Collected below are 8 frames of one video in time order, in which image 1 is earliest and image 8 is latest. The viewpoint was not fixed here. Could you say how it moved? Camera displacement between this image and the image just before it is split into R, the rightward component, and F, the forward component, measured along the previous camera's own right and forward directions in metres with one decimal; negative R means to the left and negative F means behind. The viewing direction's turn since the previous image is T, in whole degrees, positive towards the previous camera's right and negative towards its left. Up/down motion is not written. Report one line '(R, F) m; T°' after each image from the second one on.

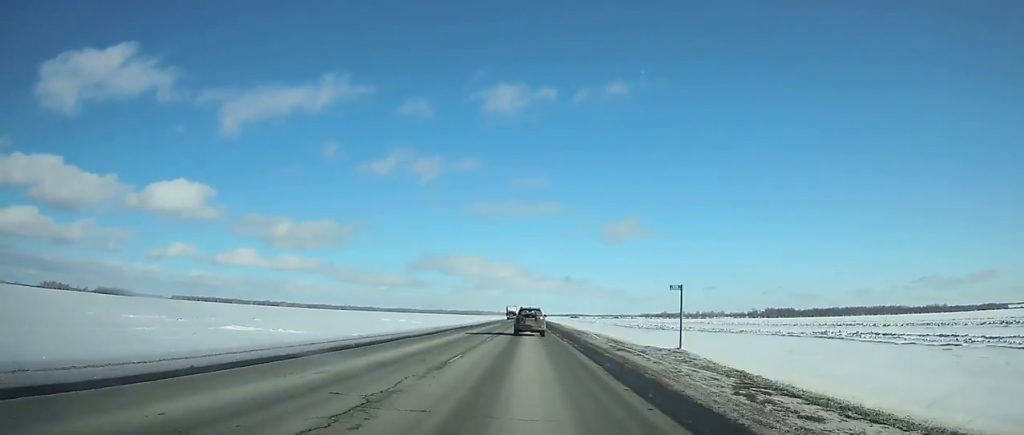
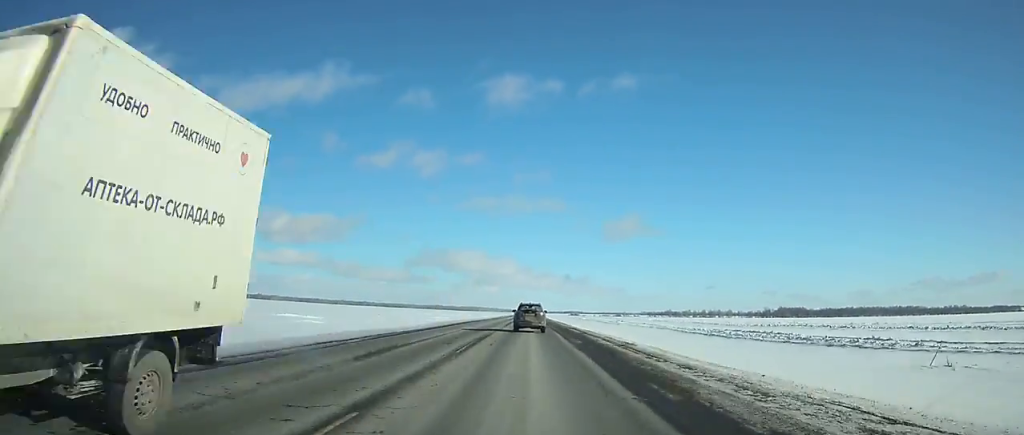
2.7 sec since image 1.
(+0.1, +70.4) m; 0°
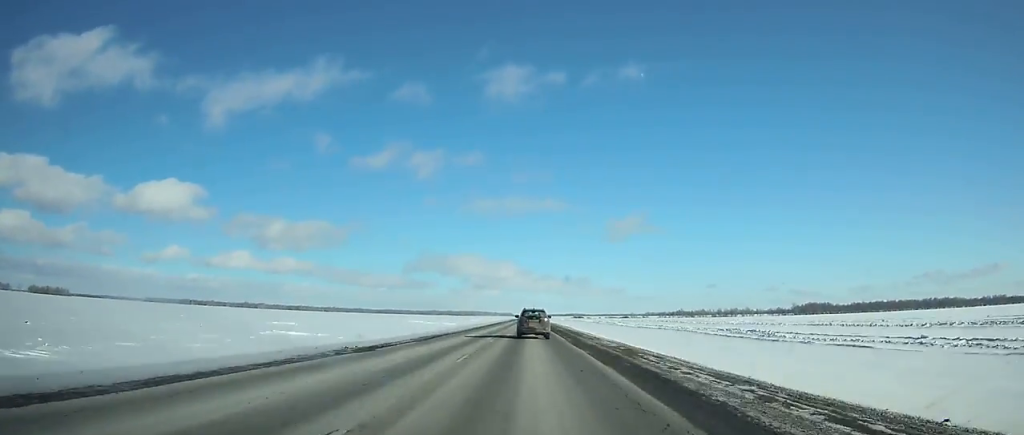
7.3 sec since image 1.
(-0.1, +121.1) m; 0°
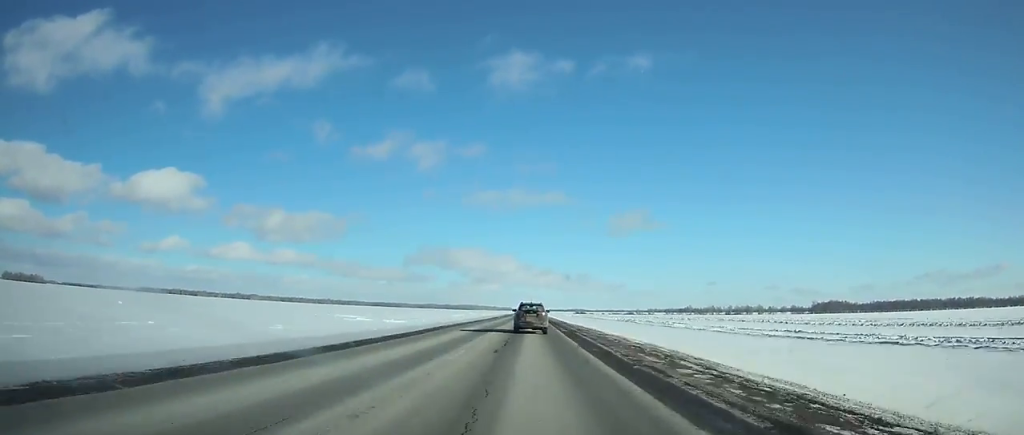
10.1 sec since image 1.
(0.0, +74.1) m; 0°
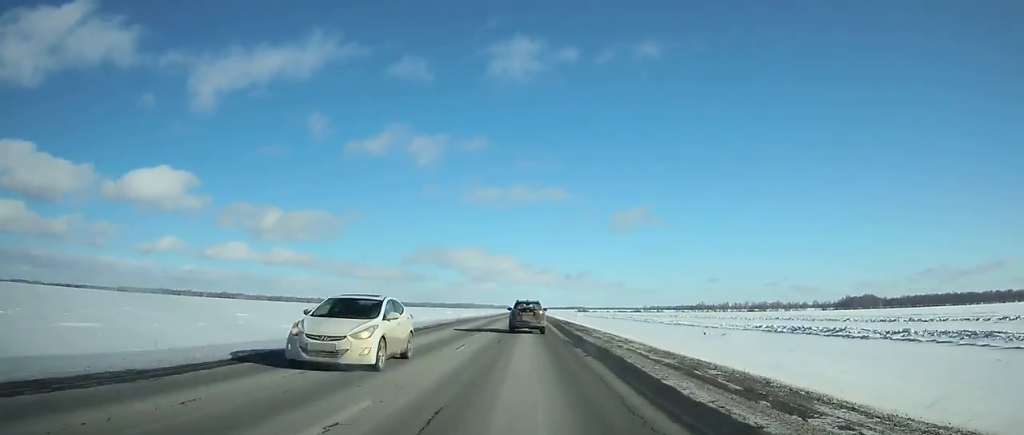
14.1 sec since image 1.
(+0.4, +105.3) m; 0°
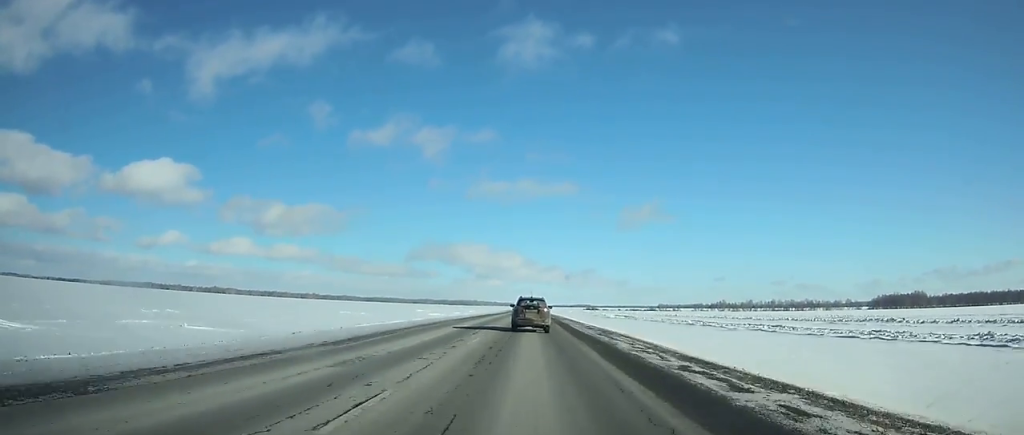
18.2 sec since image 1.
(-0.4, +106.6) m; 0°
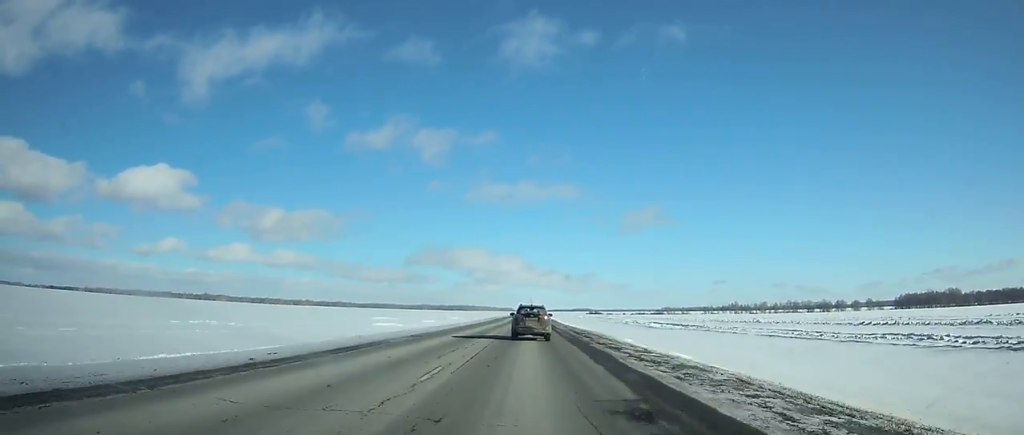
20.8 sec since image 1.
(-0.2, +66.8) m; 0°
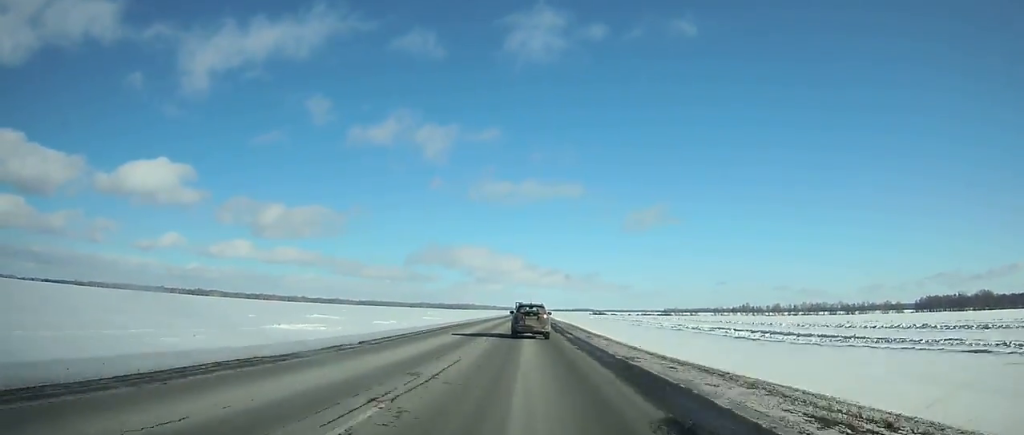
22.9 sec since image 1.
(-0.1, +53.7) m; 0°
